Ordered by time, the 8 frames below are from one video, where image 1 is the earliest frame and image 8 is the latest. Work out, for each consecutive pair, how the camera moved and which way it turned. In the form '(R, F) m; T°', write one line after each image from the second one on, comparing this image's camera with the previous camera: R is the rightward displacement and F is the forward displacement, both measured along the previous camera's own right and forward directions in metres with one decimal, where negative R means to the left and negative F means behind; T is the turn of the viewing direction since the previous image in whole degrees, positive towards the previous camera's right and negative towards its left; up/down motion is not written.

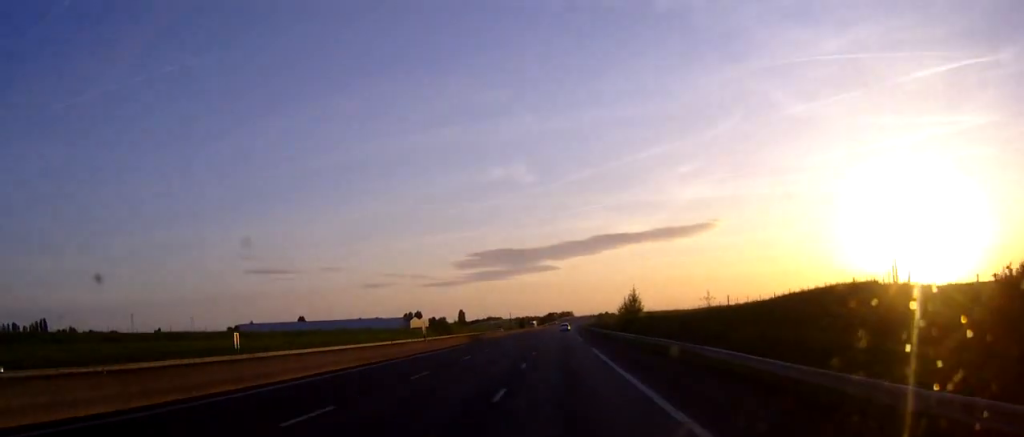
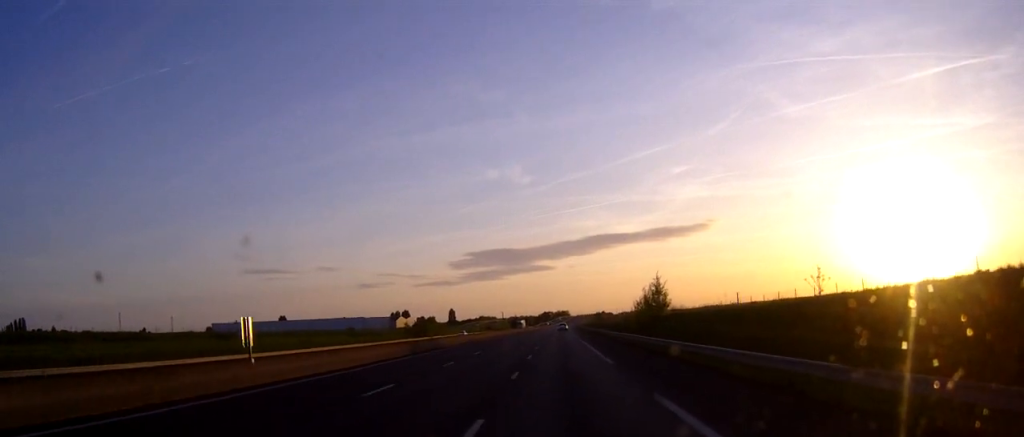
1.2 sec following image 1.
(+0.1, +32.3) m; 0°
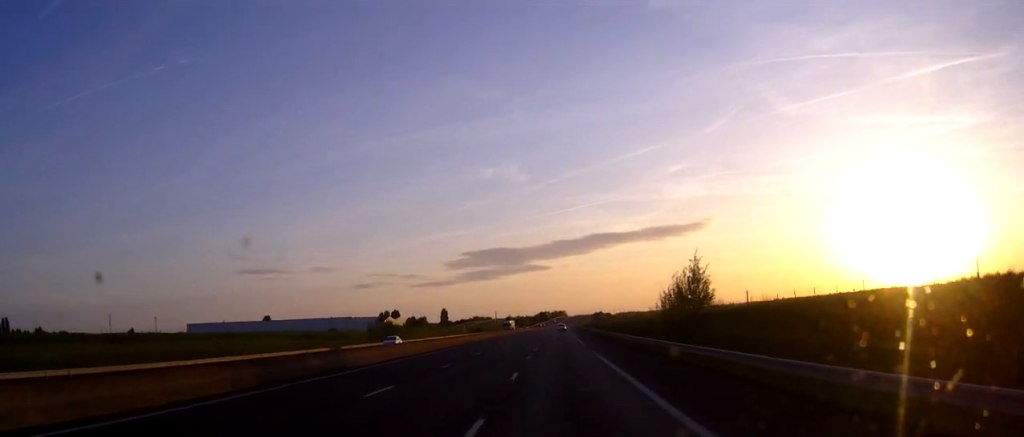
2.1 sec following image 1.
(0.0, +25.8) m; 0°
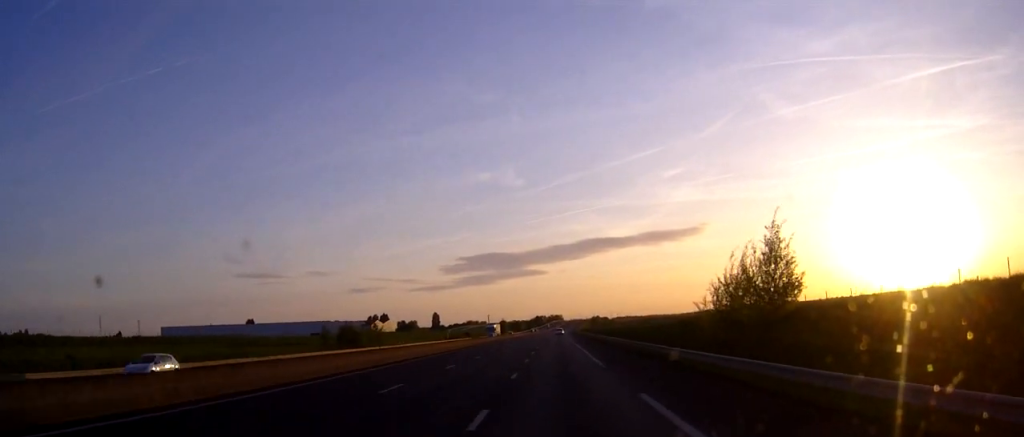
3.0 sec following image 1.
(+0.1, +24.1) m; 0°
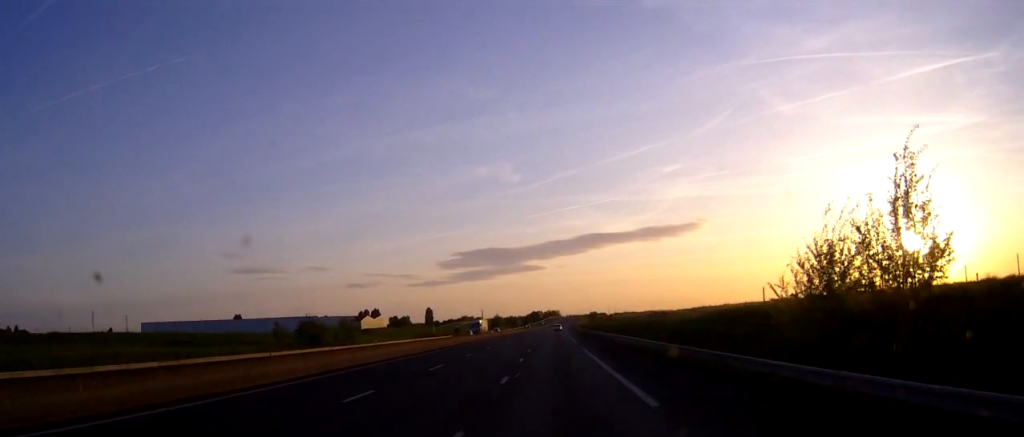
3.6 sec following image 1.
(0.0, +16.7) m; 0°
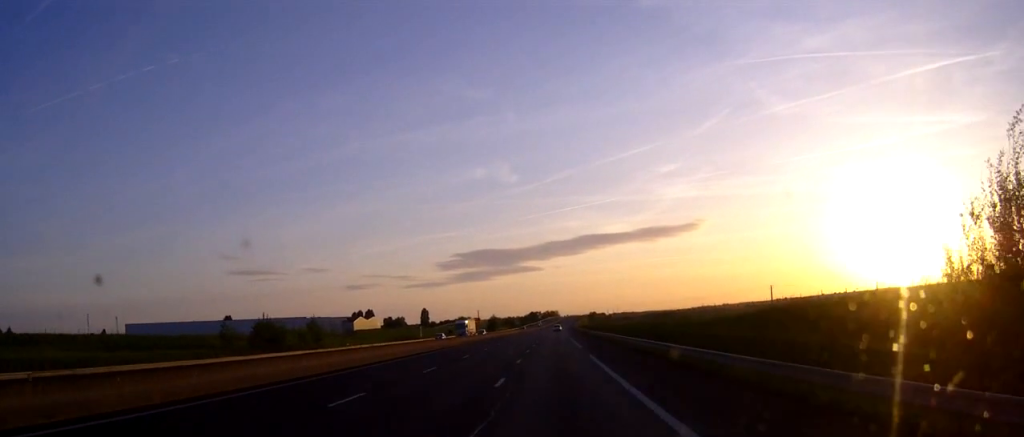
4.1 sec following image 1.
(-0.1, +13.9) m; 0°
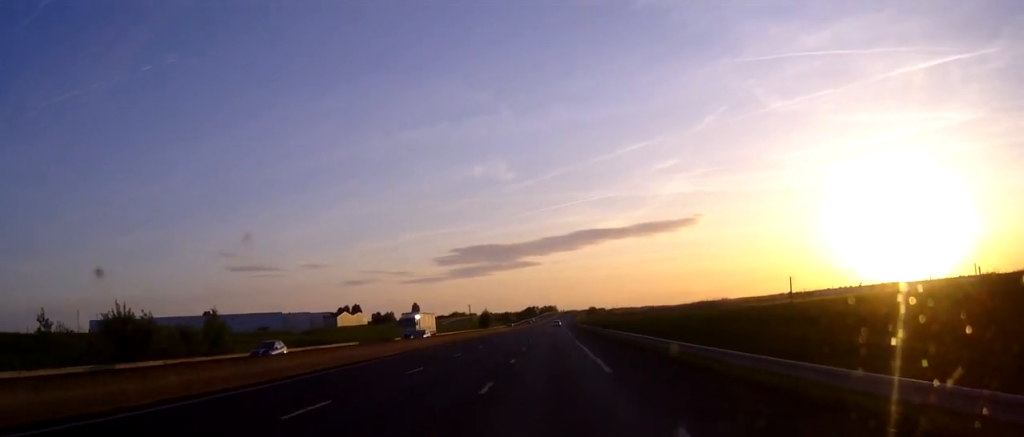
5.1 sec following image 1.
(+0.1, +28.8) m; 0°
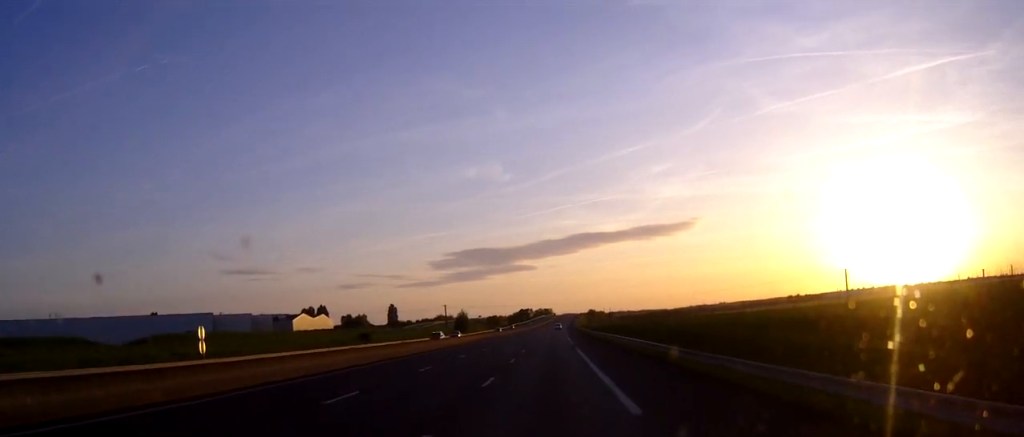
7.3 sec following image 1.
(0.0, +61.5) m; 0°
